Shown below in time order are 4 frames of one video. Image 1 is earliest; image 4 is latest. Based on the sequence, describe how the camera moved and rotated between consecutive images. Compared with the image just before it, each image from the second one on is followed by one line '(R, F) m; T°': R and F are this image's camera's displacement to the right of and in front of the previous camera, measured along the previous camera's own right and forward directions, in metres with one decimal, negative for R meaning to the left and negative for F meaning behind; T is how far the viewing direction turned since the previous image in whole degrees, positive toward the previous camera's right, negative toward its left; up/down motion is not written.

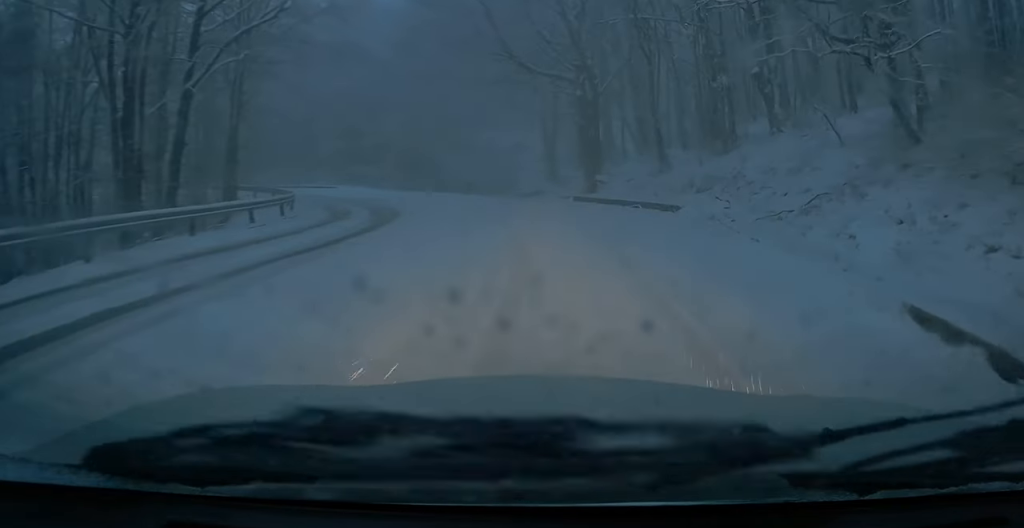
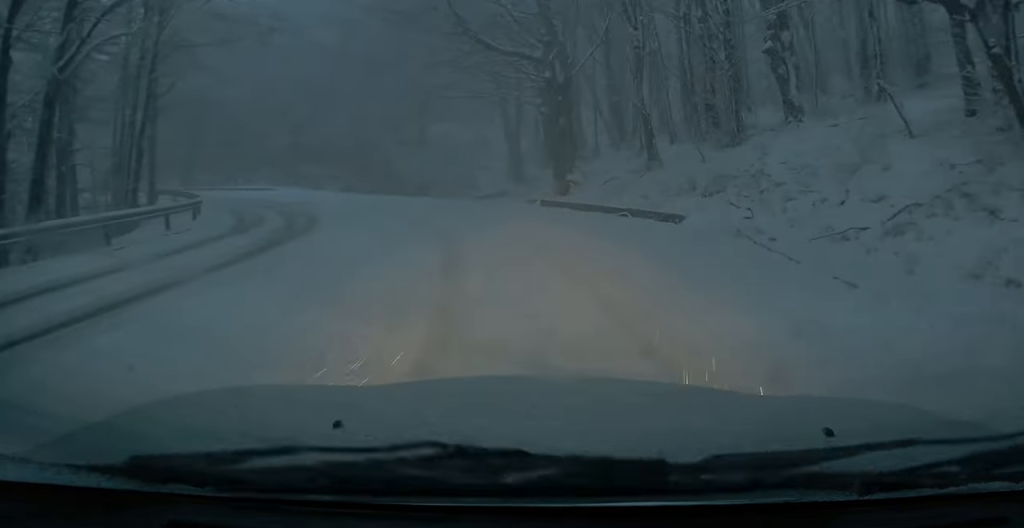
(+0.3, +4.5) m; -1°
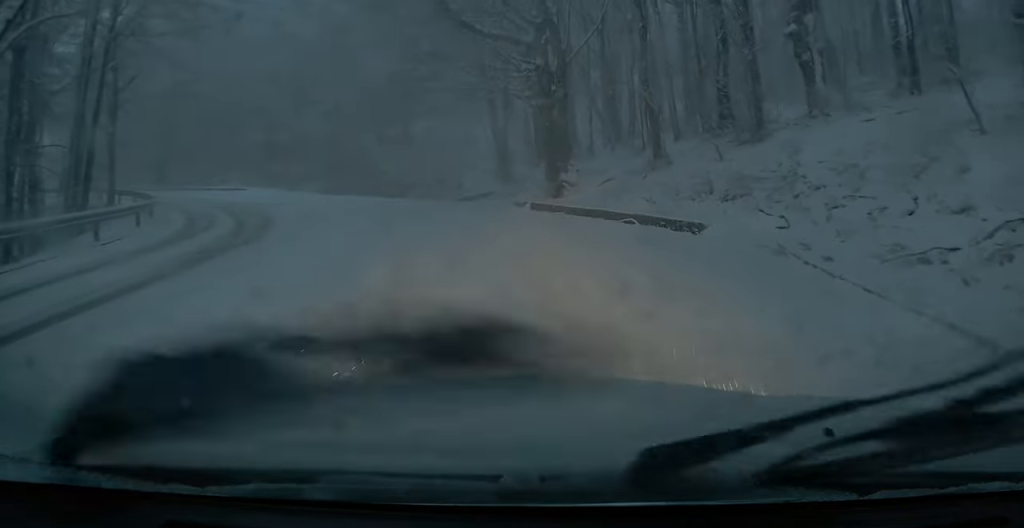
(-0.2, +2.5) m; -2°
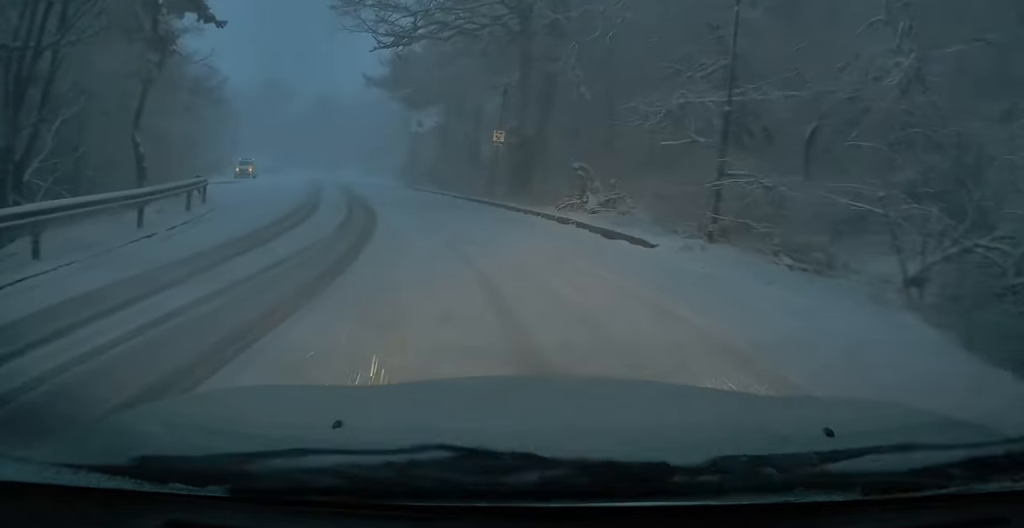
(-7.0, +27.2) m; -35°
